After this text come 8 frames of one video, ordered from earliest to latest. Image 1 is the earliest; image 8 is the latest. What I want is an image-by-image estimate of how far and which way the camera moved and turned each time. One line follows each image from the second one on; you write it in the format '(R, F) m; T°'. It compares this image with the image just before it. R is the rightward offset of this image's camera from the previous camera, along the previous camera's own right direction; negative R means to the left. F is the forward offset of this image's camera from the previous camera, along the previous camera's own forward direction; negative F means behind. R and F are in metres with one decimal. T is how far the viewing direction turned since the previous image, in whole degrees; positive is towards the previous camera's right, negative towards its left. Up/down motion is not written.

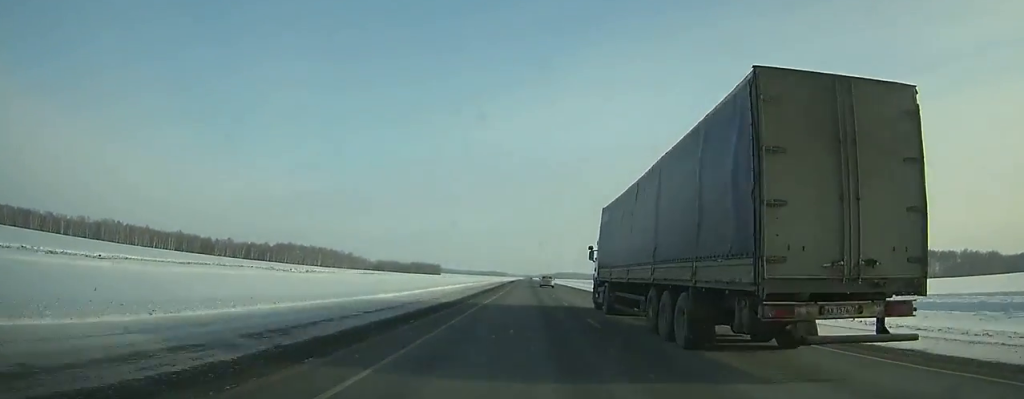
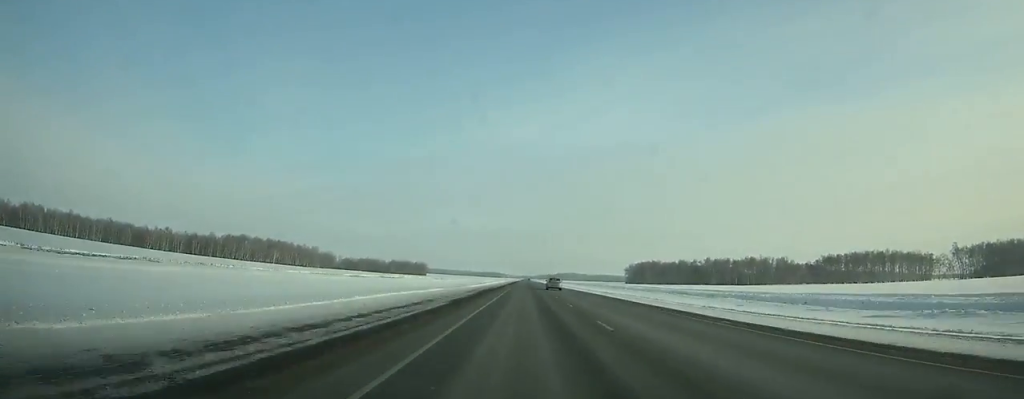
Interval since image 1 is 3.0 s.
(+0.6, +97.1) m; +1°
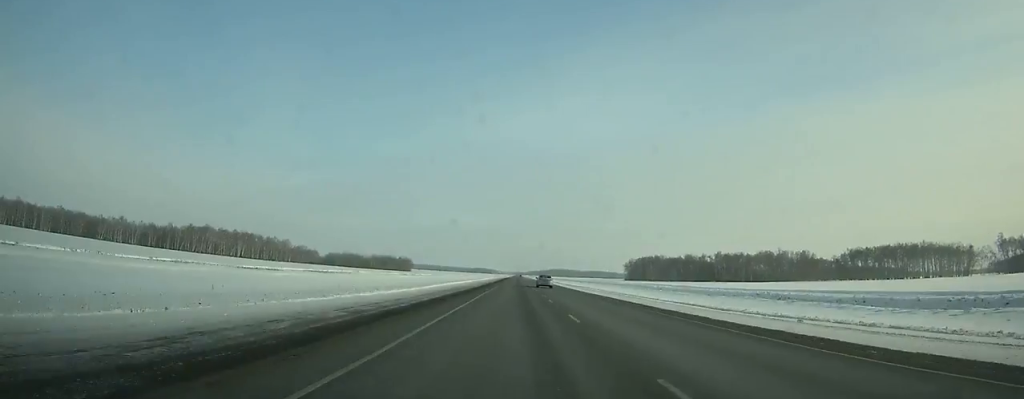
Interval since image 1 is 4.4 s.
(+0.2, +45.3) m; 0°
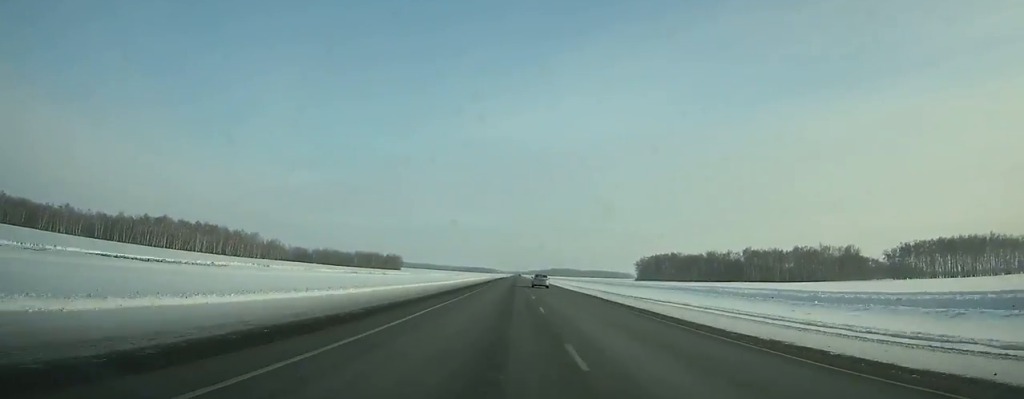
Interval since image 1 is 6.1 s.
(+0.1, +55.0) m; 0°
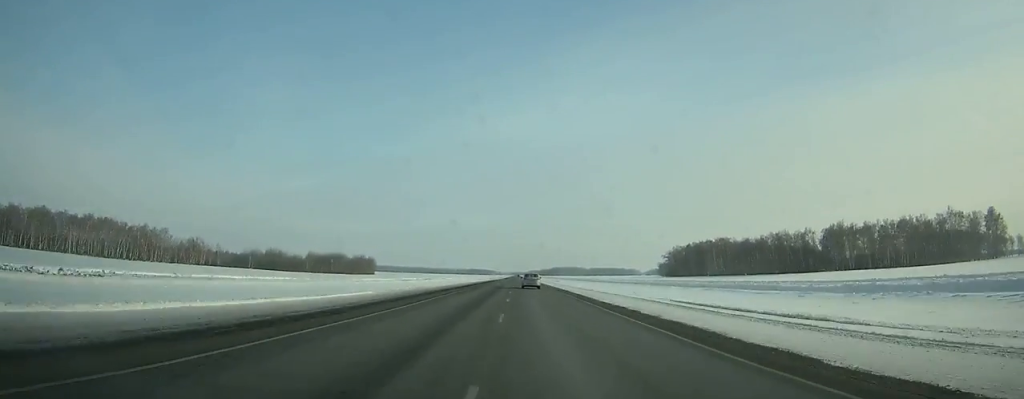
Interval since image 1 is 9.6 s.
(+0.2, +110.3) m; 0°
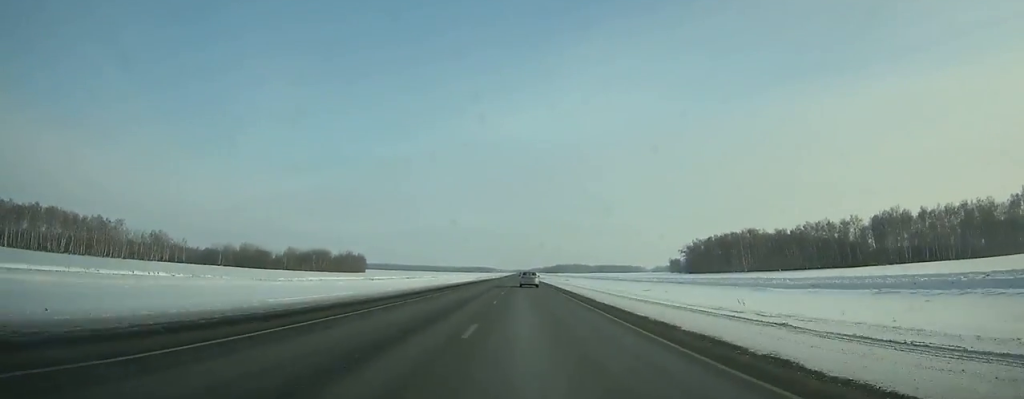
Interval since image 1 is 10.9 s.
(-0.2, +39.6) m; 0°
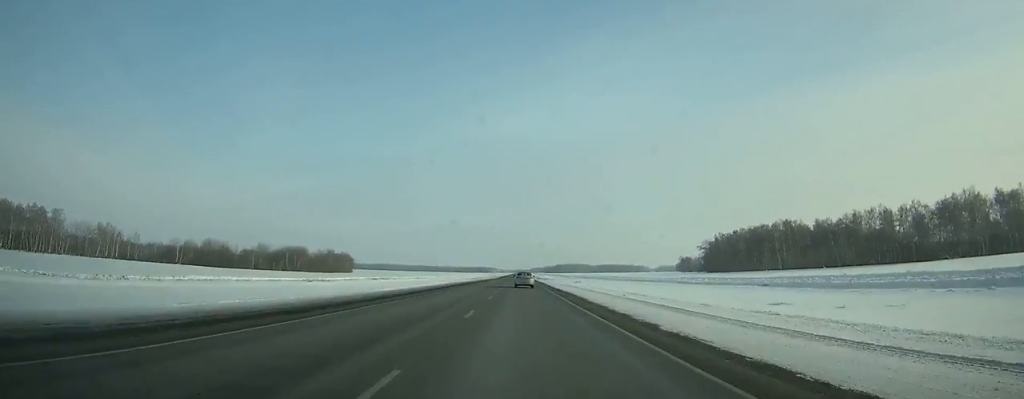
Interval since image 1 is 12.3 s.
(-0.1, +42.5) m; 0°
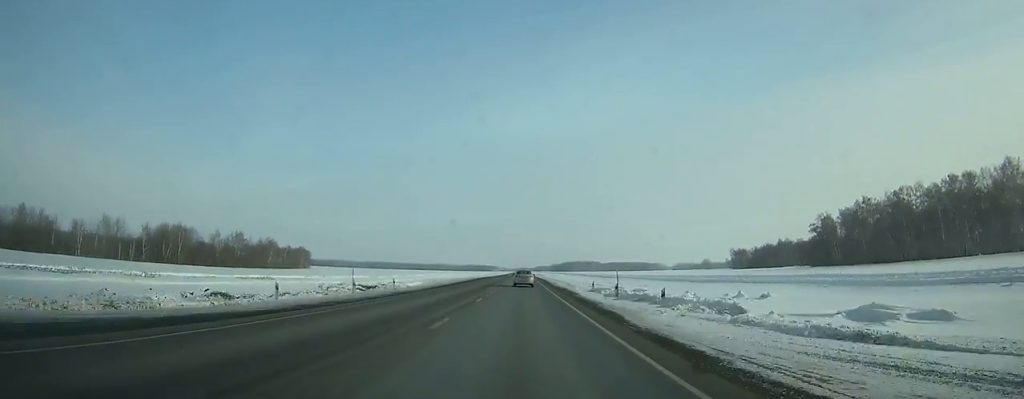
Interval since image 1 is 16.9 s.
(-0.2, +131.3) m; 0°
